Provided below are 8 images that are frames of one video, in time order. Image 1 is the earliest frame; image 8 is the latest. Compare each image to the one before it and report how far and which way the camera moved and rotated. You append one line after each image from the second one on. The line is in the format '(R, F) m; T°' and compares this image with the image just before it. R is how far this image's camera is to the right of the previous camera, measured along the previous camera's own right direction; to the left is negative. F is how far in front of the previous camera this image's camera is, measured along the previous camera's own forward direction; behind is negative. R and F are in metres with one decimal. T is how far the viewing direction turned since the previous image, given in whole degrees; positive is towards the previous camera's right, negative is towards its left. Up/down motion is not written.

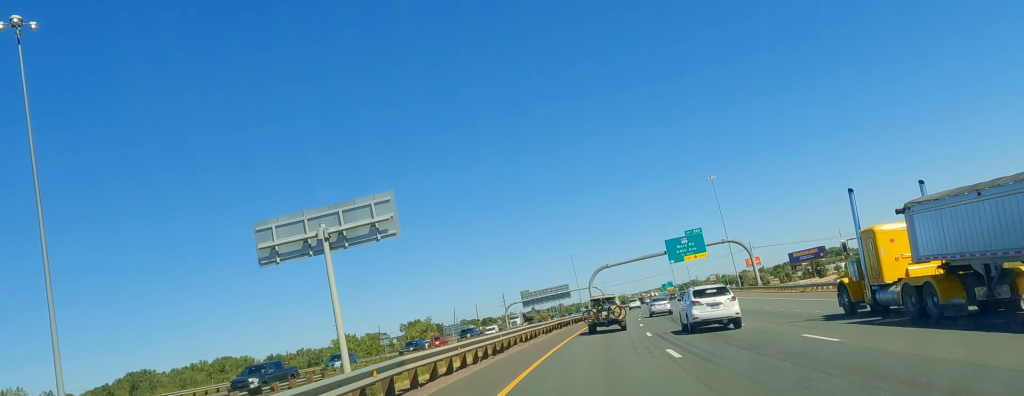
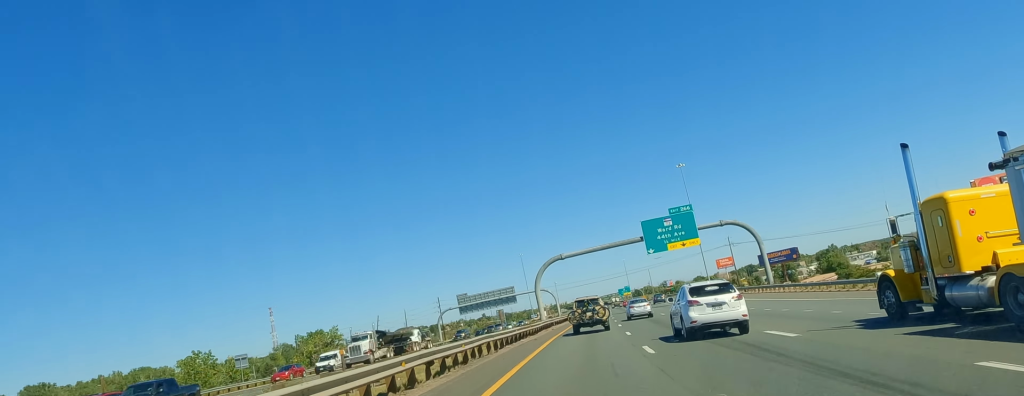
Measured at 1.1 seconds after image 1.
(+1.9, +35.2) m; +2°
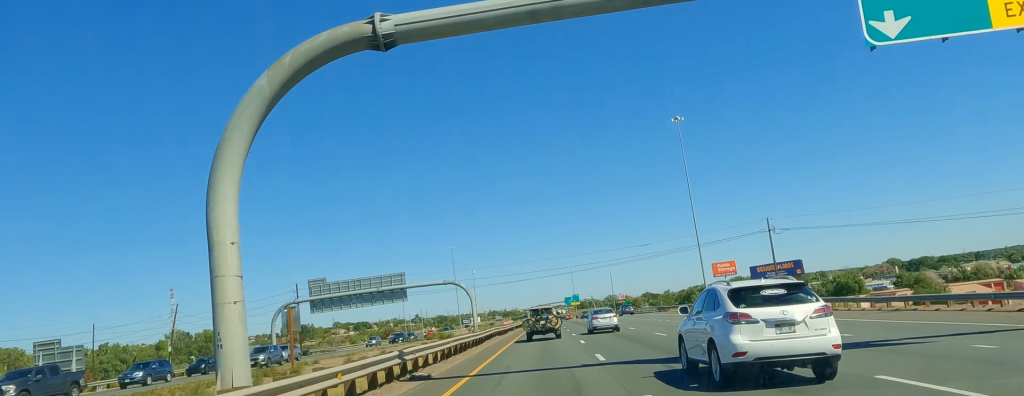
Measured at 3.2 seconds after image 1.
(+1.5, +72.0) m; +1°
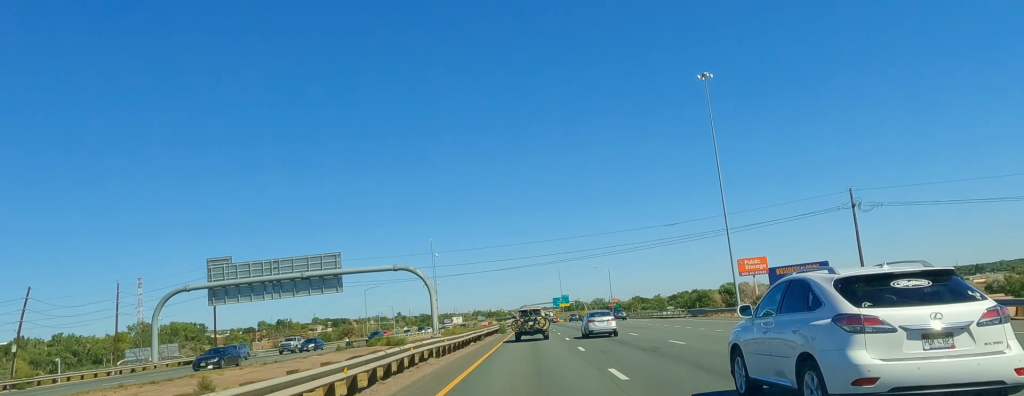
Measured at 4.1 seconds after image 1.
(-0.7, +30.0) m; 0°
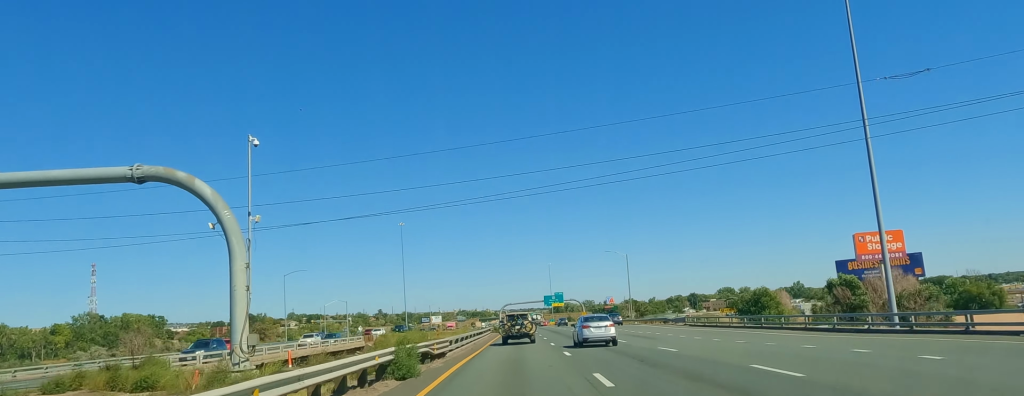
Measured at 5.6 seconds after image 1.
(+1.4, +50.6) m; 0°
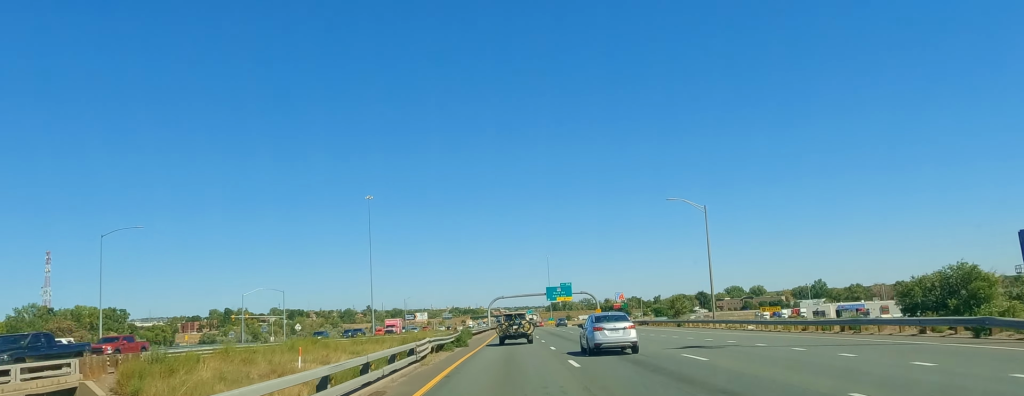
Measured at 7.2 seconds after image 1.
(-0.4, +54.2) m; 0°
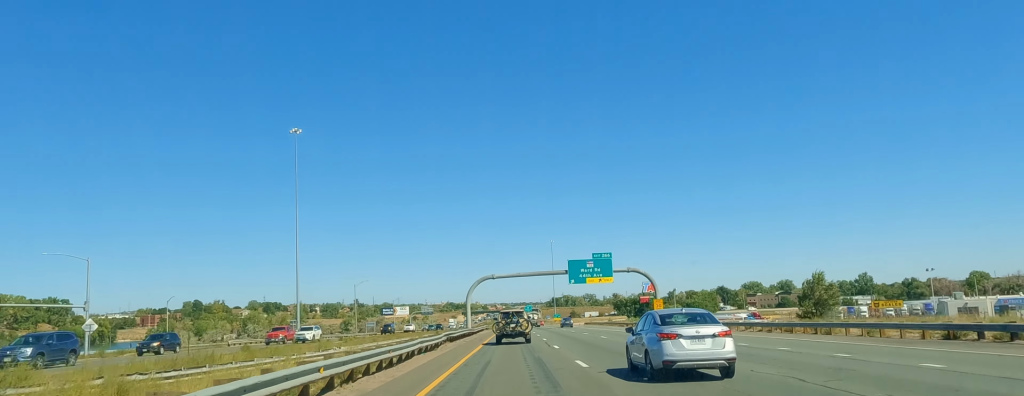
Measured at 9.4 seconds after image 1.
(+0.2, +73.4) m; 0°
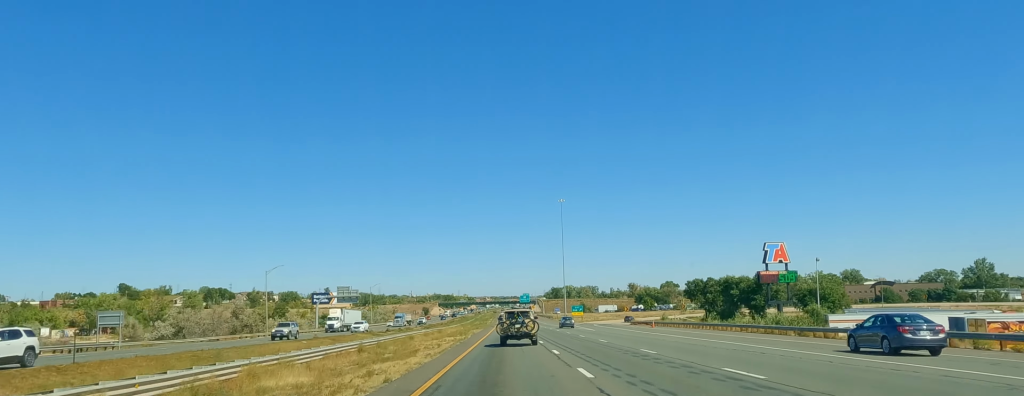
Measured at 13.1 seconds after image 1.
(-0.9, +126.9) m; -1°
